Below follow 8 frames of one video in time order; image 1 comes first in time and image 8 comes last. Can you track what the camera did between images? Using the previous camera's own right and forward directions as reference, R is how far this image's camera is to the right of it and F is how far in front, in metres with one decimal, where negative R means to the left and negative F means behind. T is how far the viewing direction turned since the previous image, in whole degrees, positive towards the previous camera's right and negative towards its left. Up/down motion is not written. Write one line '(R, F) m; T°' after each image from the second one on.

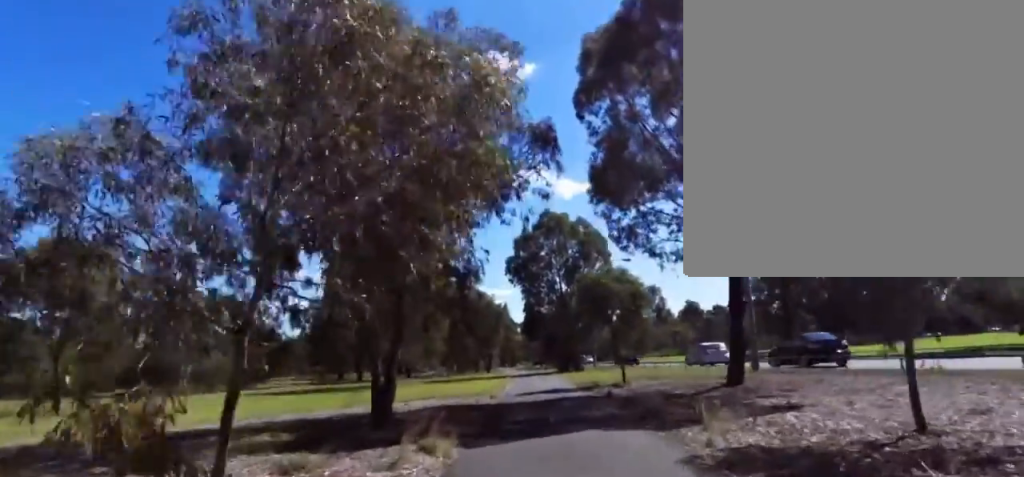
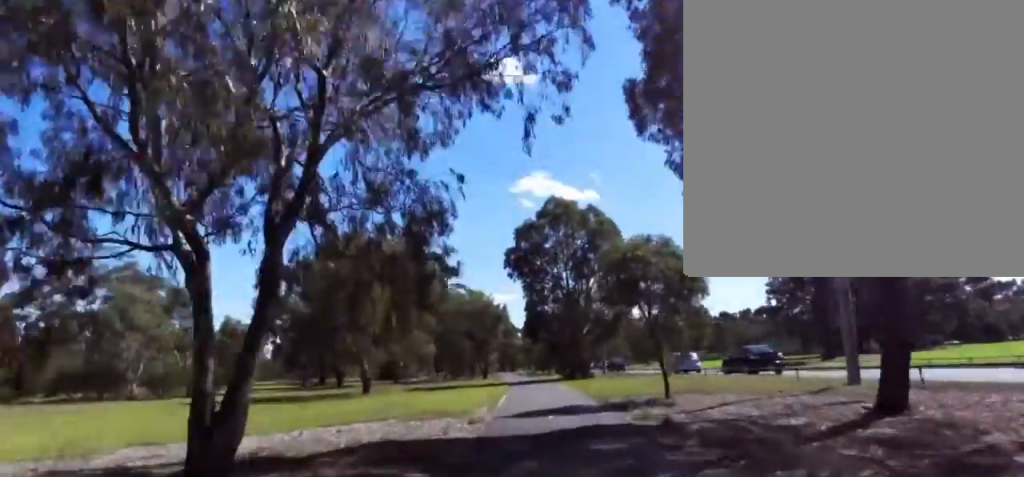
(-0.3, +6.6) m; 0°
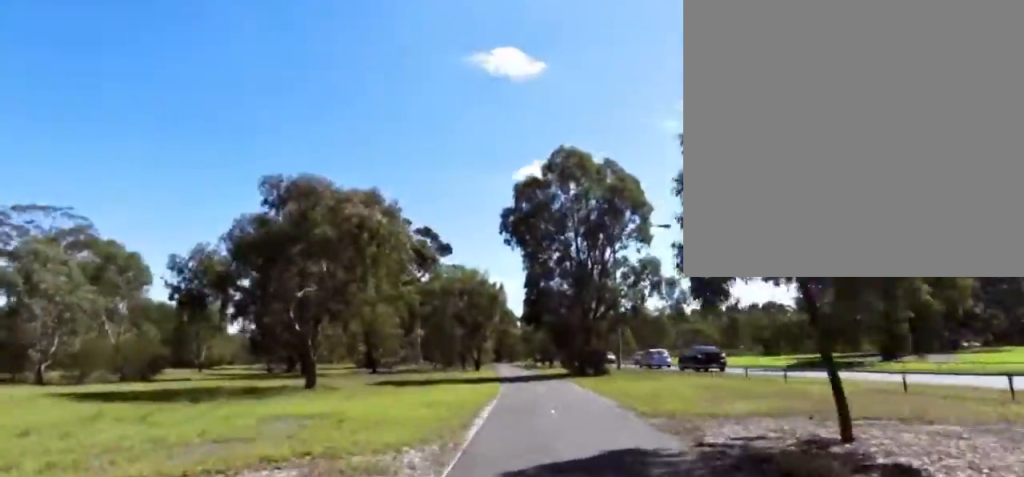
(+0.6, +8.5) m; 0°
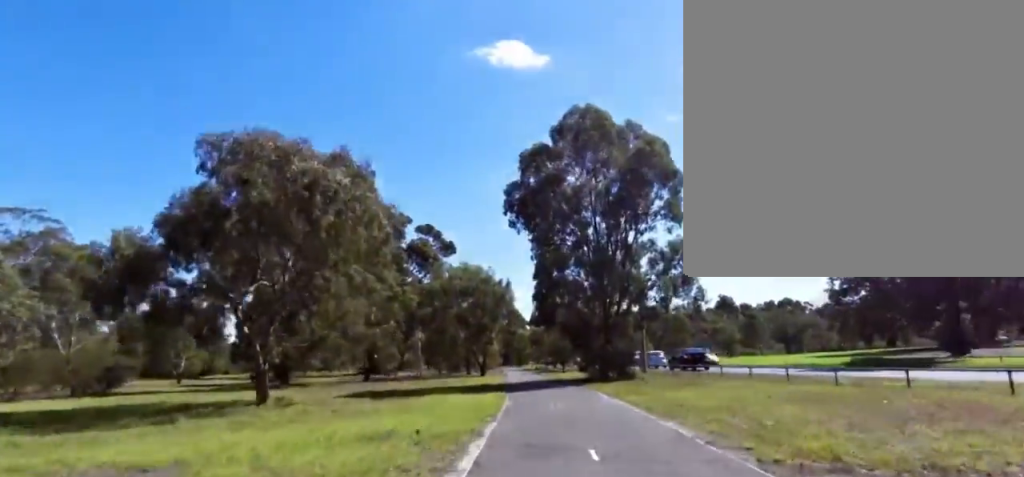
(-0.7, +5.5) m; 0°
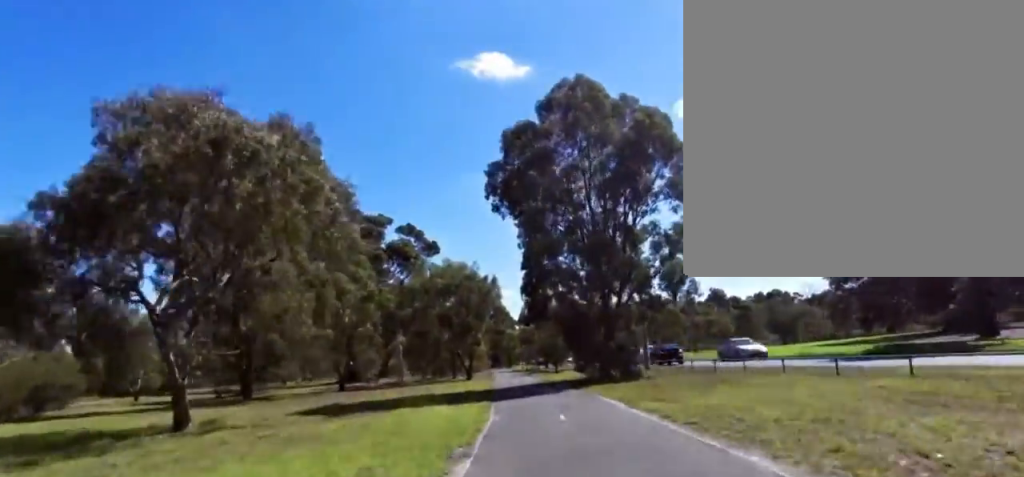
(+0.1, +3.9) m; 0°
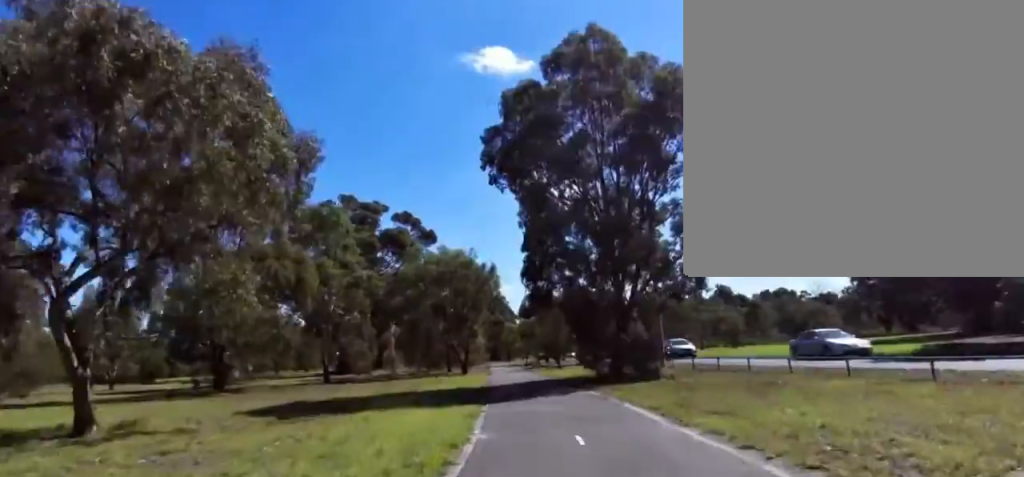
(+0.5, +3.6) m; -1°
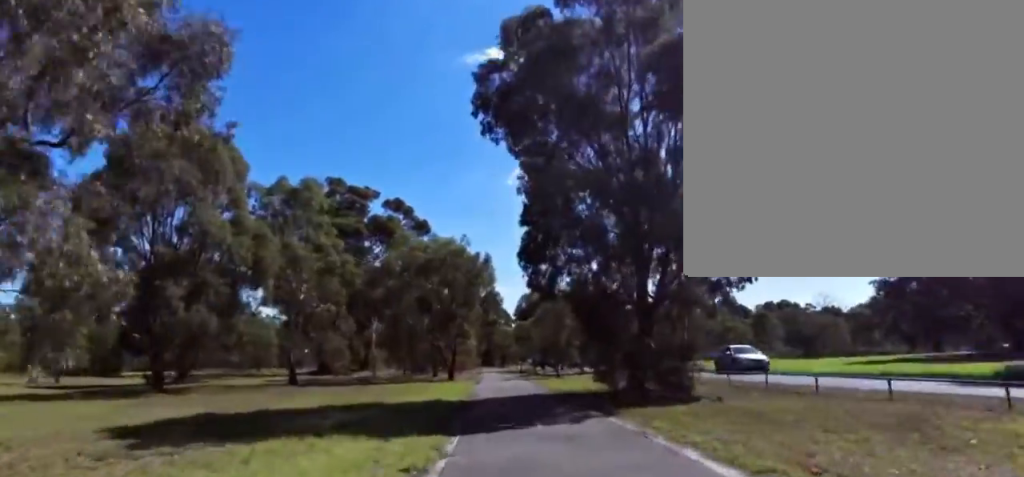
(+0.1, +5.1) m; -2°
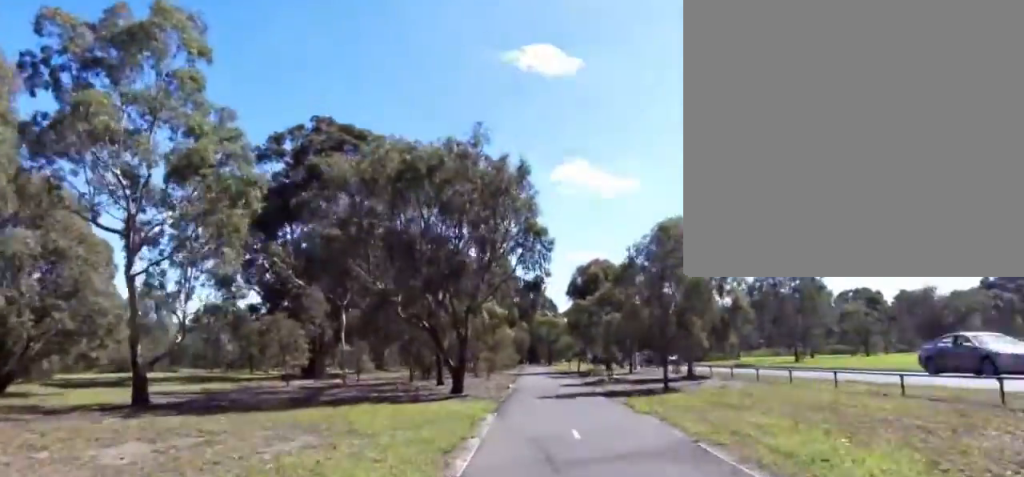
(-1.2, +18.3) m; +3°
